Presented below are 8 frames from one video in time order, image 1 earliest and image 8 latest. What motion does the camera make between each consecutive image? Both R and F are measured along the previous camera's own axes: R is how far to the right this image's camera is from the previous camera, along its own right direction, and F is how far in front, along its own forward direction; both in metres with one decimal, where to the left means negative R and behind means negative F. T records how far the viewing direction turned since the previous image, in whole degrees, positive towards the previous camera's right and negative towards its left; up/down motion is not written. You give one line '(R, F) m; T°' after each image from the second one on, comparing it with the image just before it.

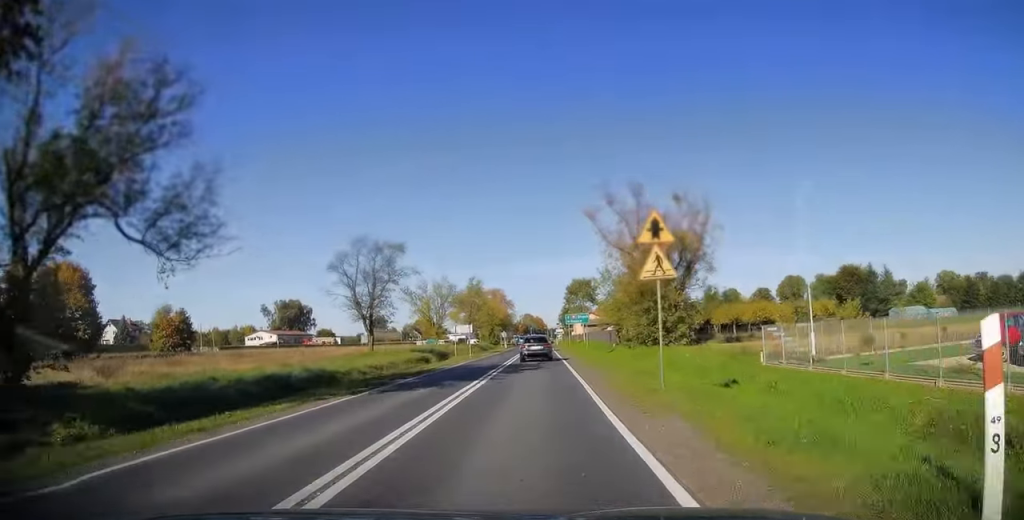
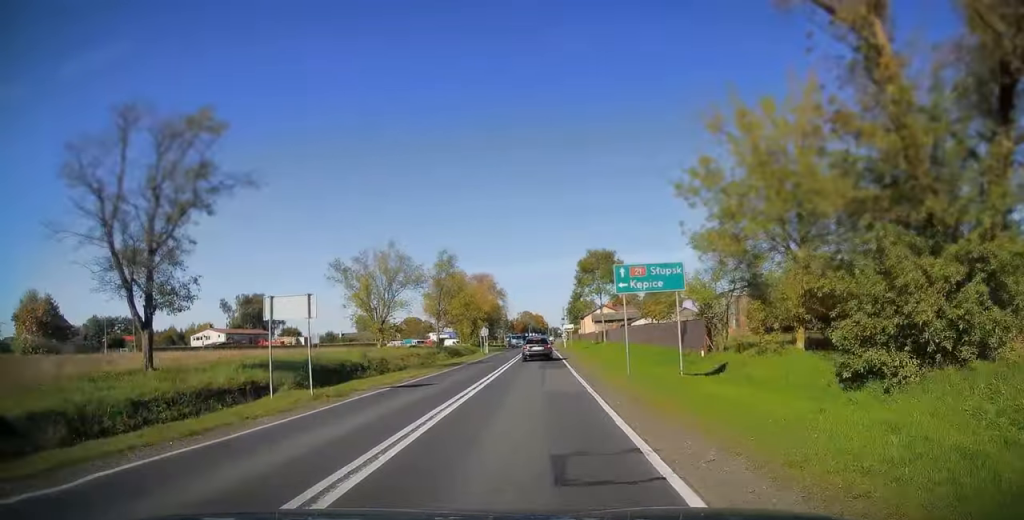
(0.0, +36.3) m; 0°
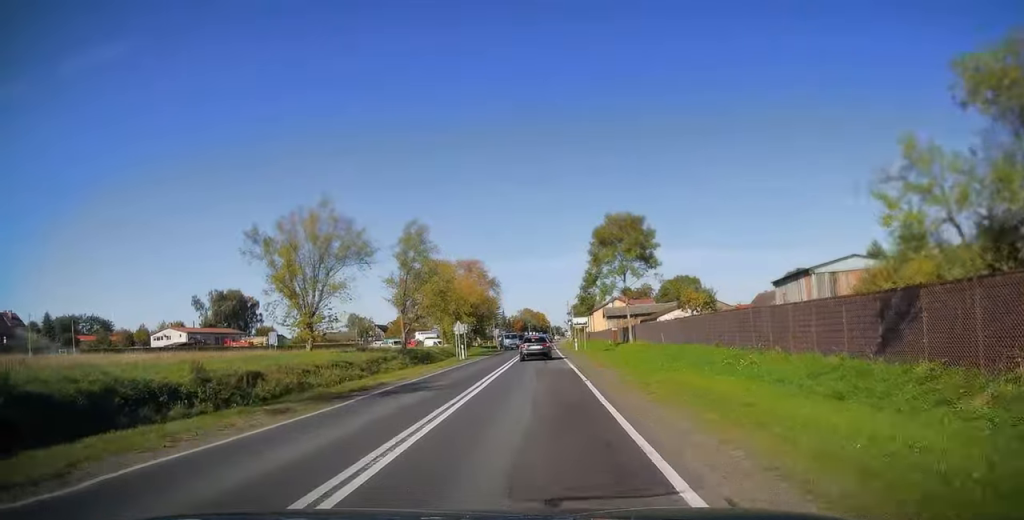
(0.0, +20.4) m; 0°
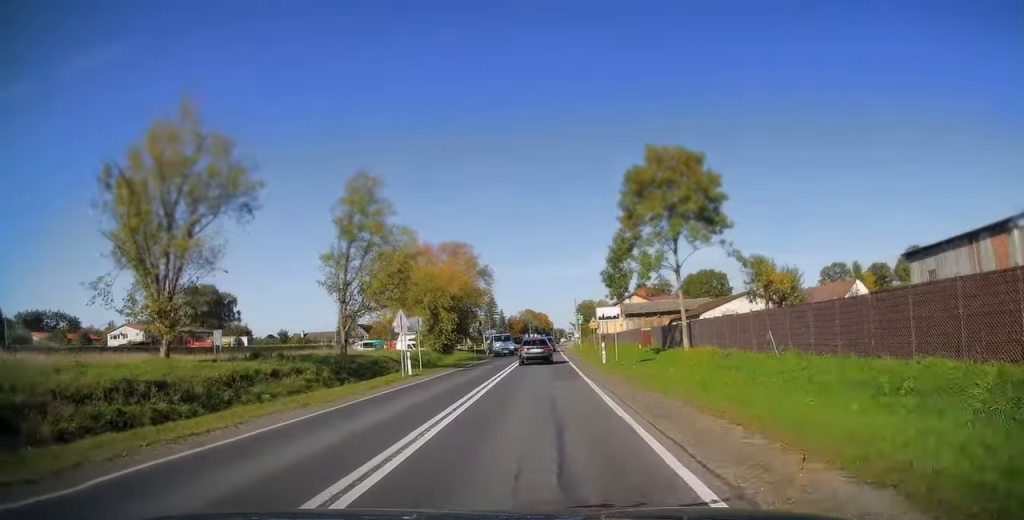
(-0.1, +19.1) m; 0°
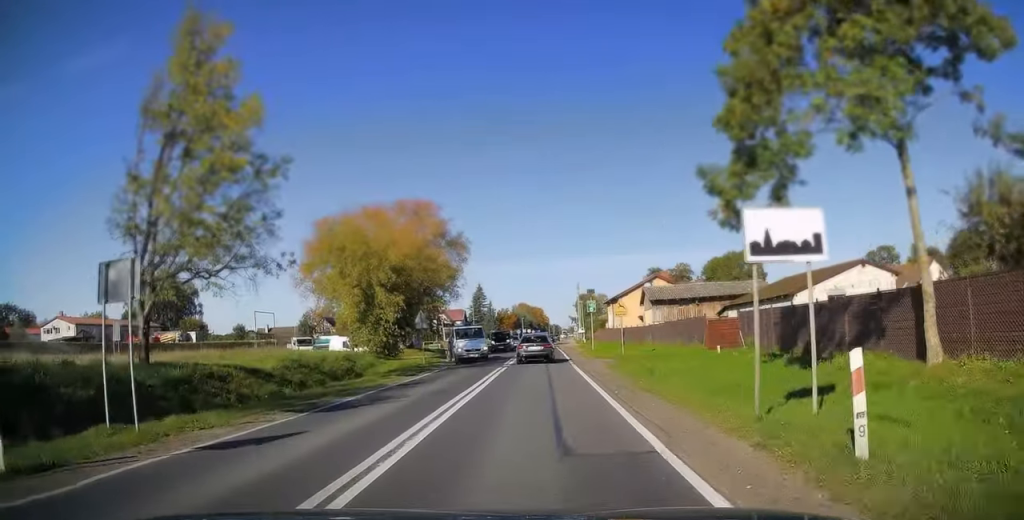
(-0.1, +22.0) m; 0°
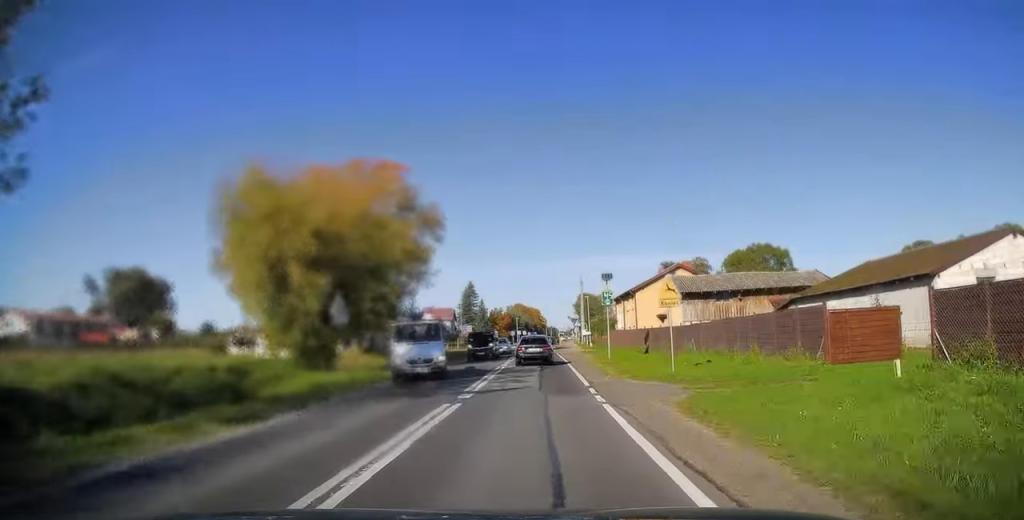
(+0.1, +13.4) m; 0°
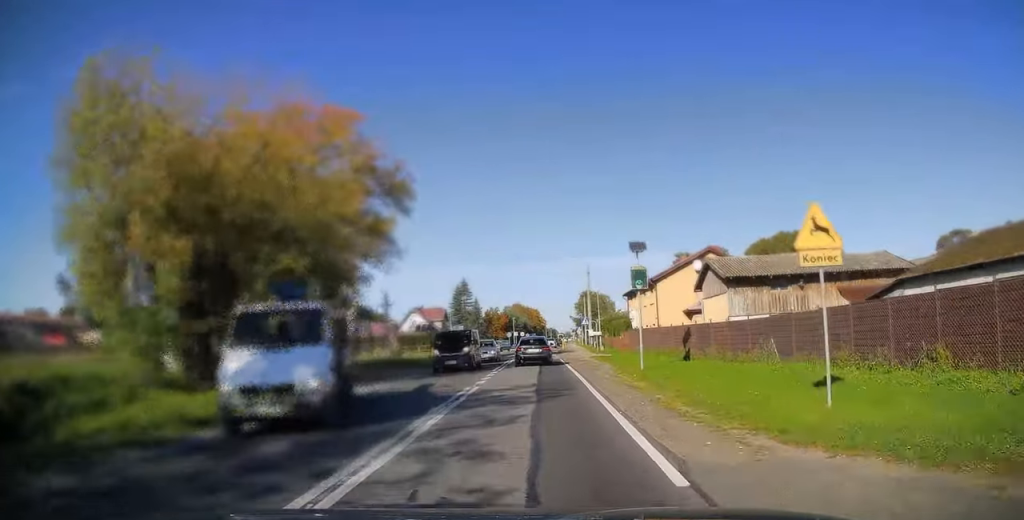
(0.0, +11.2) m; 0°
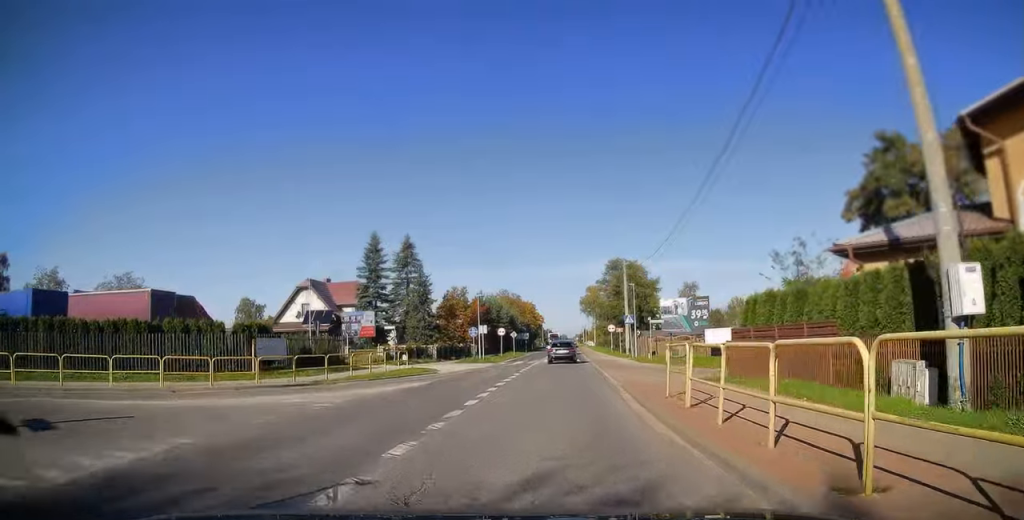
(0.0, +56.6) m; +1°
